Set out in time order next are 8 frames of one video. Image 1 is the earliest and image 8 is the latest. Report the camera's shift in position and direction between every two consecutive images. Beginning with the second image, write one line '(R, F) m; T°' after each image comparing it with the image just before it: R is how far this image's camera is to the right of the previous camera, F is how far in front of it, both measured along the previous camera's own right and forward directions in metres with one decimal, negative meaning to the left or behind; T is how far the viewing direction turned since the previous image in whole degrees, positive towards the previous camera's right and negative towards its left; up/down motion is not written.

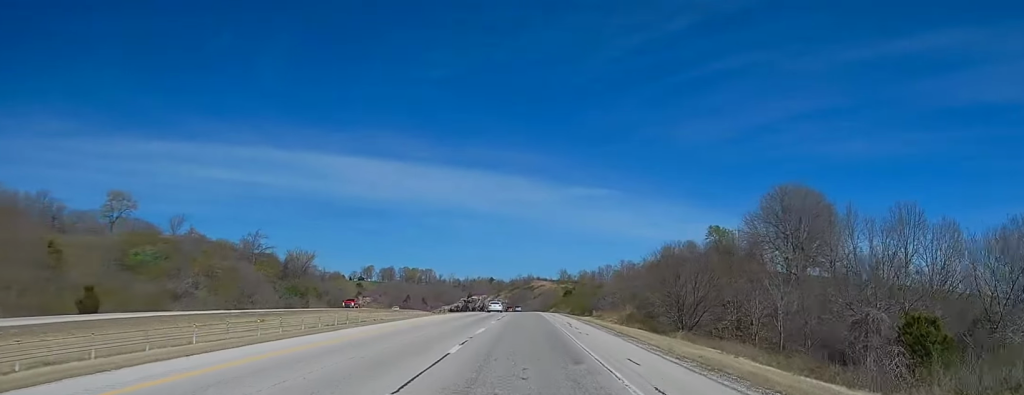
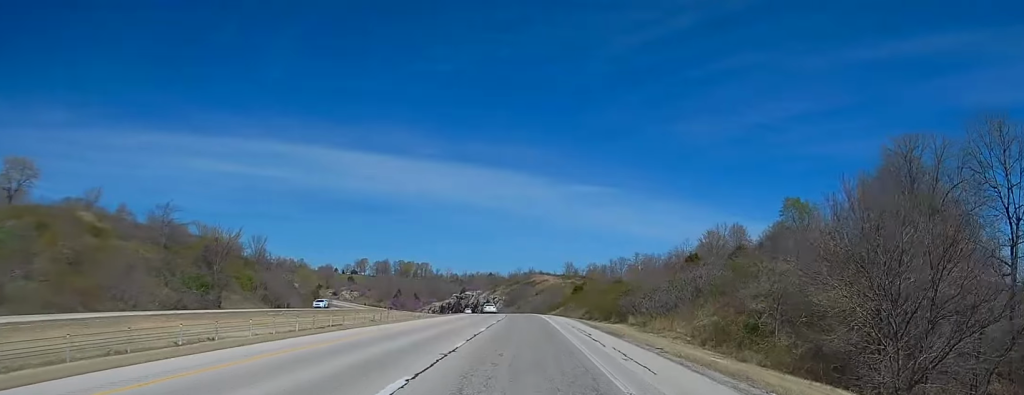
(+0.2, +46.7) m; -1°
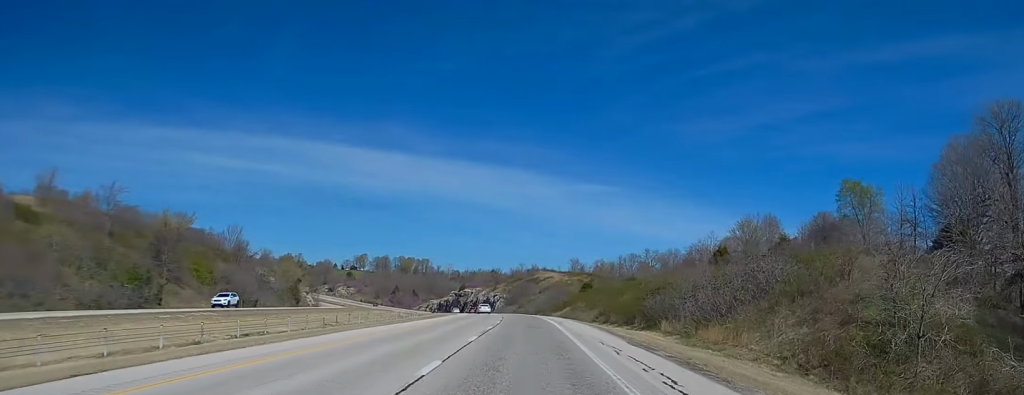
(-0.1, +20.1) m; 0°
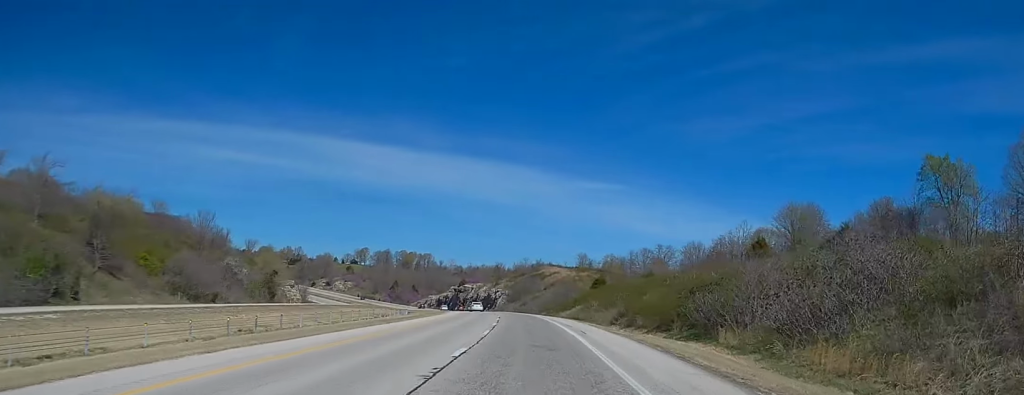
(0.0, +19.7) m; 0°
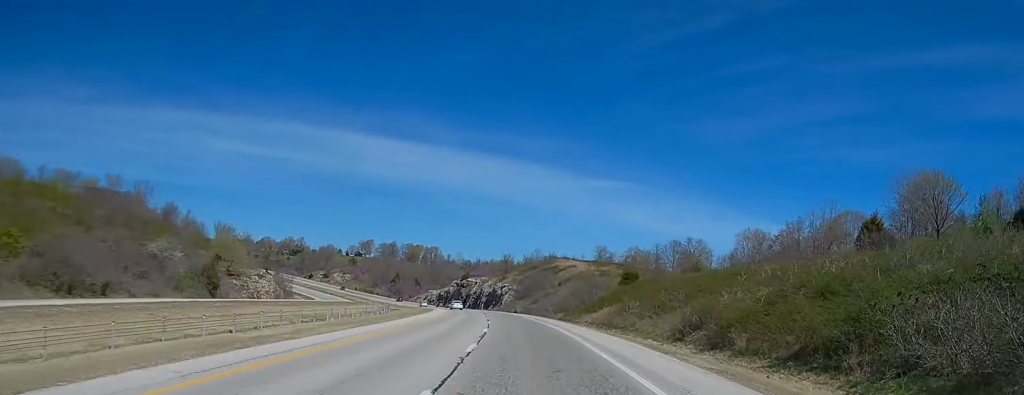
(0.0, +34.2) m; 0°
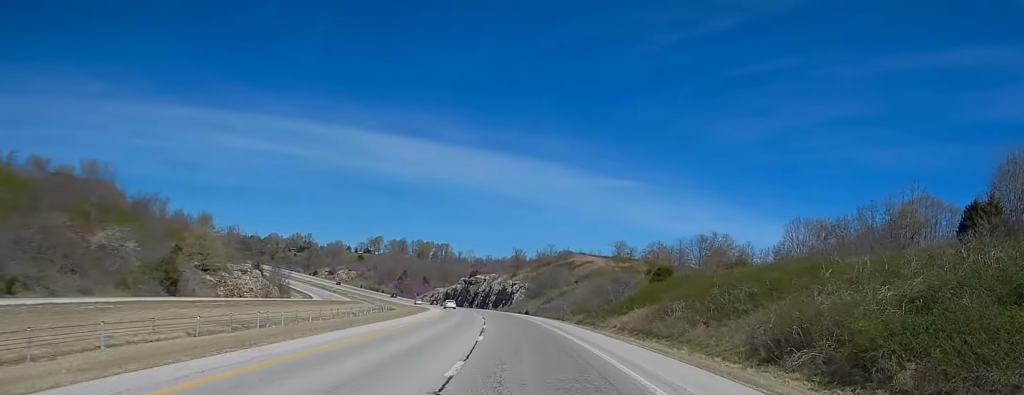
(0.0, +18.9) m; 0°
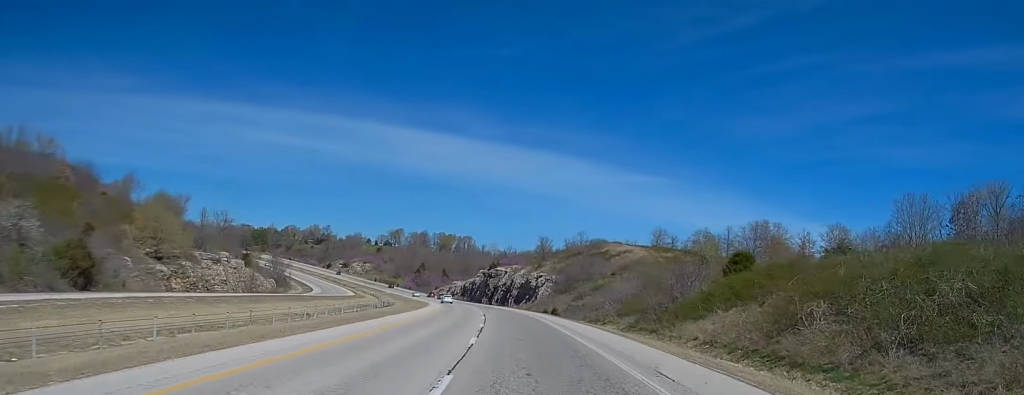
(-0.3, +28.3) m; -2°
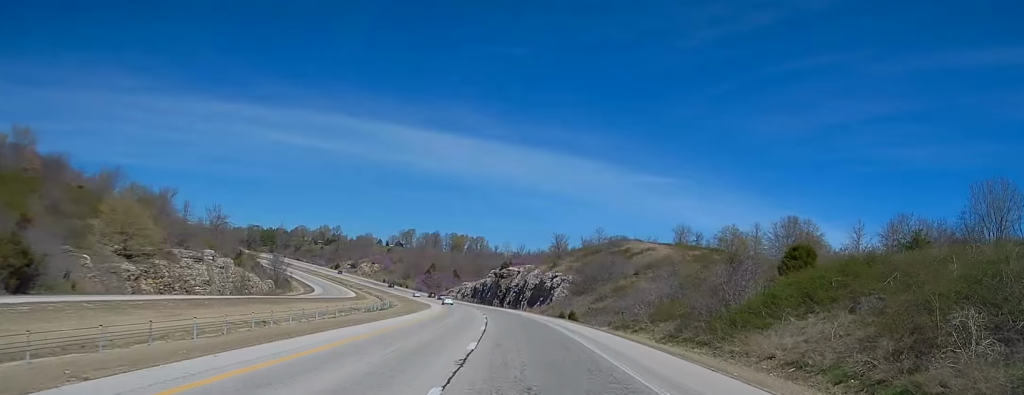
(-0.2, +13.8) m; -1°
